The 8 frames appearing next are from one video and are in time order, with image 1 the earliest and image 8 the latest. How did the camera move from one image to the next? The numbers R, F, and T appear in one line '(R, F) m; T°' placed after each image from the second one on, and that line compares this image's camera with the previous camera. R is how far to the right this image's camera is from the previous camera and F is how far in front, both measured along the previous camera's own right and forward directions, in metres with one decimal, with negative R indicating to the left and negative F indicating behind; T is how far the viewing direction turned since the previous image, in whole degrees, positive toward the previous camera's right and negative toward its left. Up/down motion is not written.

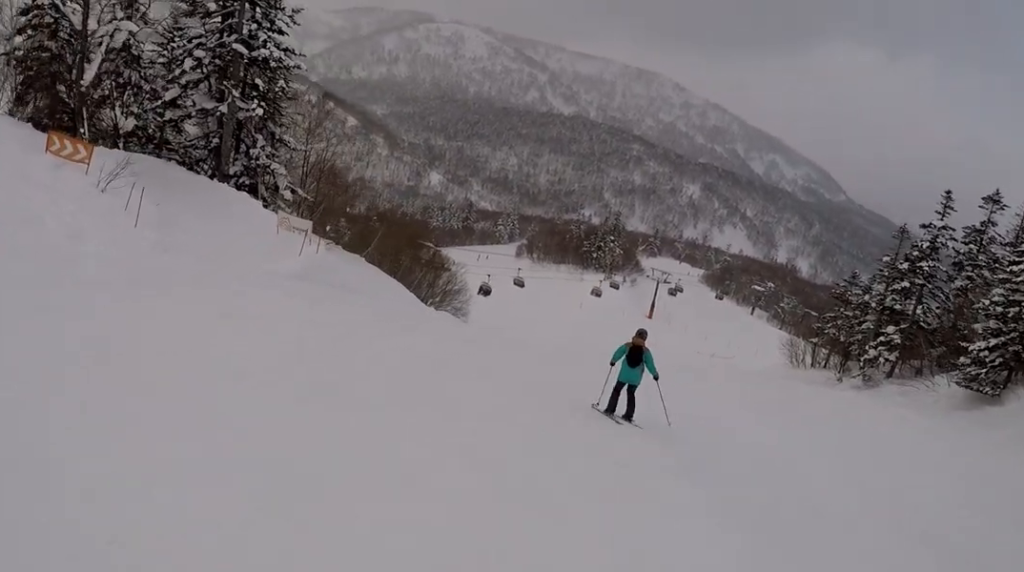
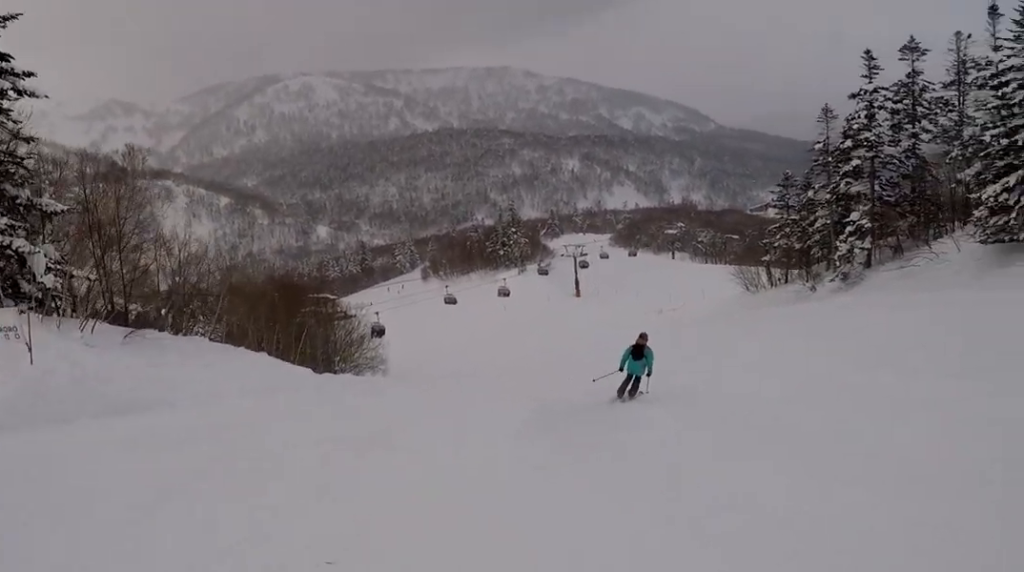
(+1.0, +10.9) m; +13°
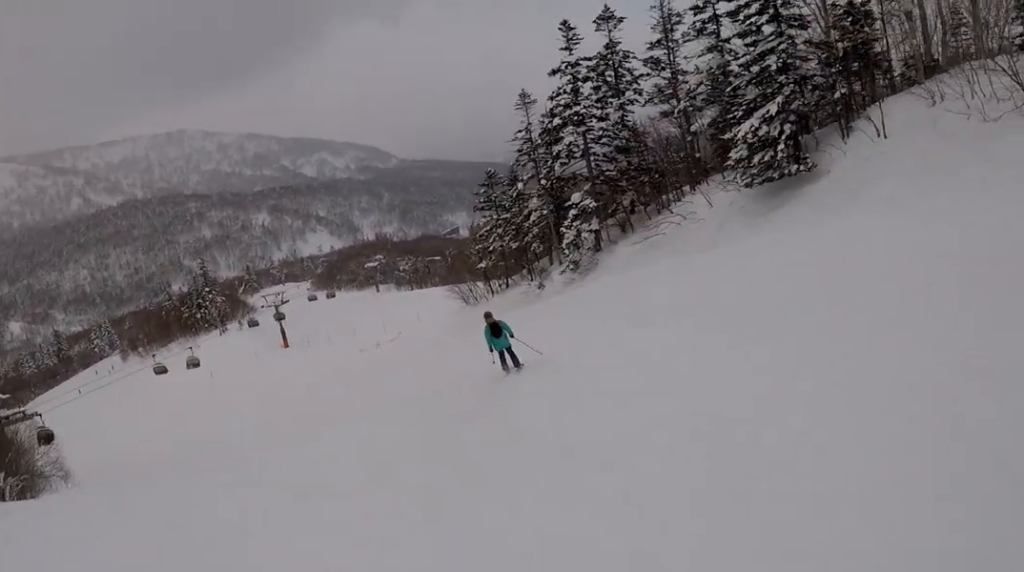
(+0.7, +8.8) m; 0°
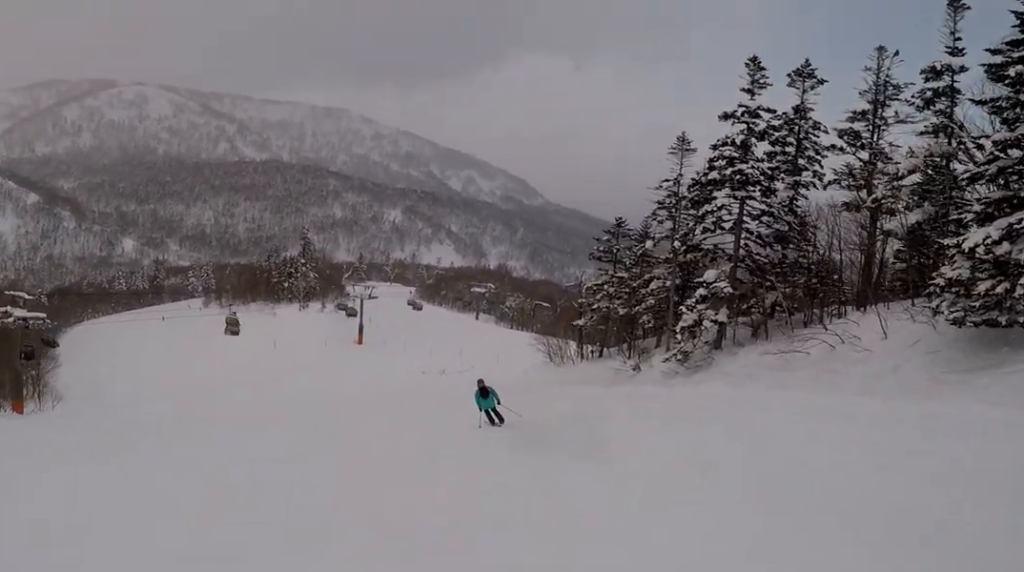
(-0.8, +9.5) m; -18°
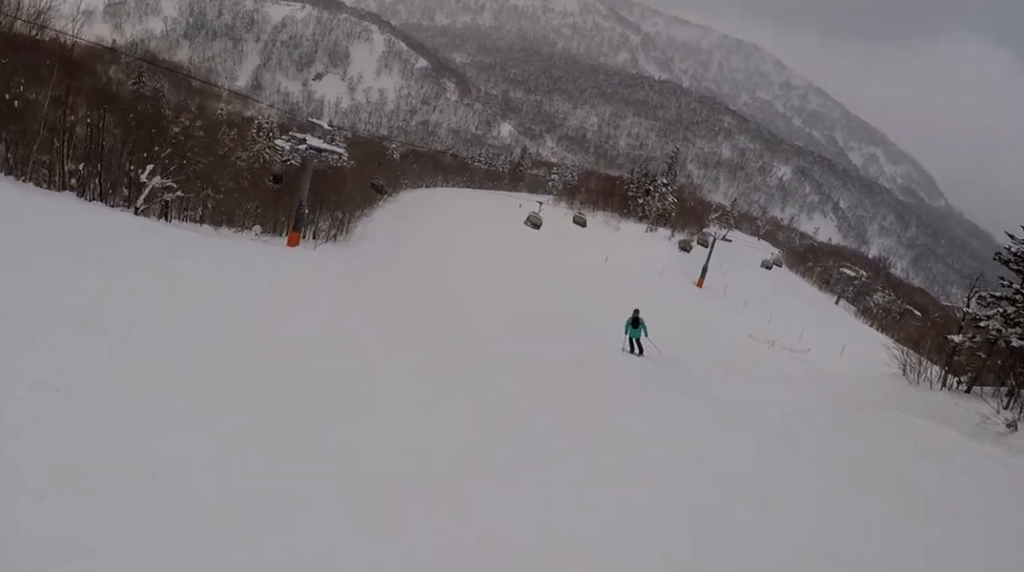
(-2.0, +9.2) m; -17°
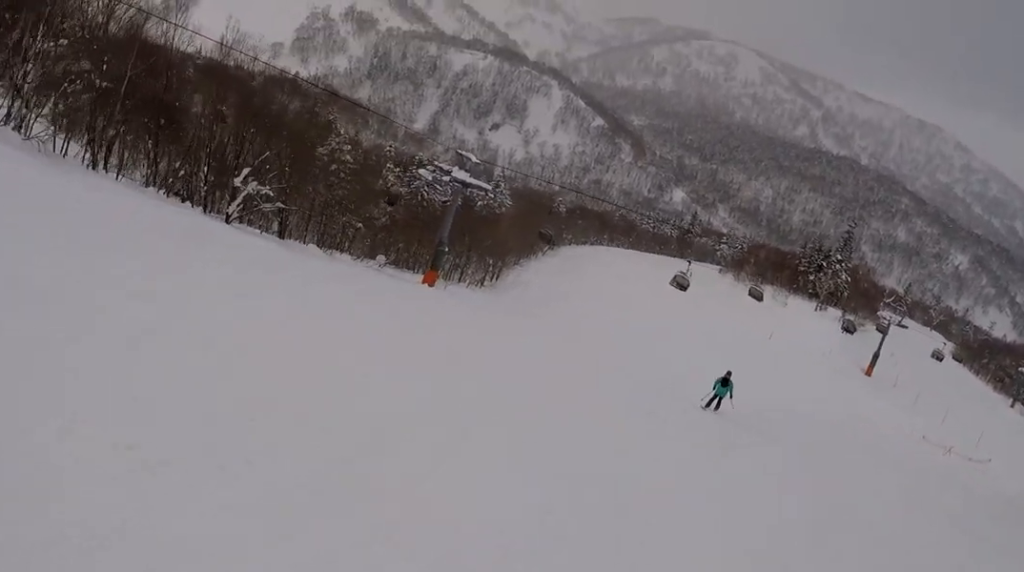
(-0.3, +5.7) m; -2°
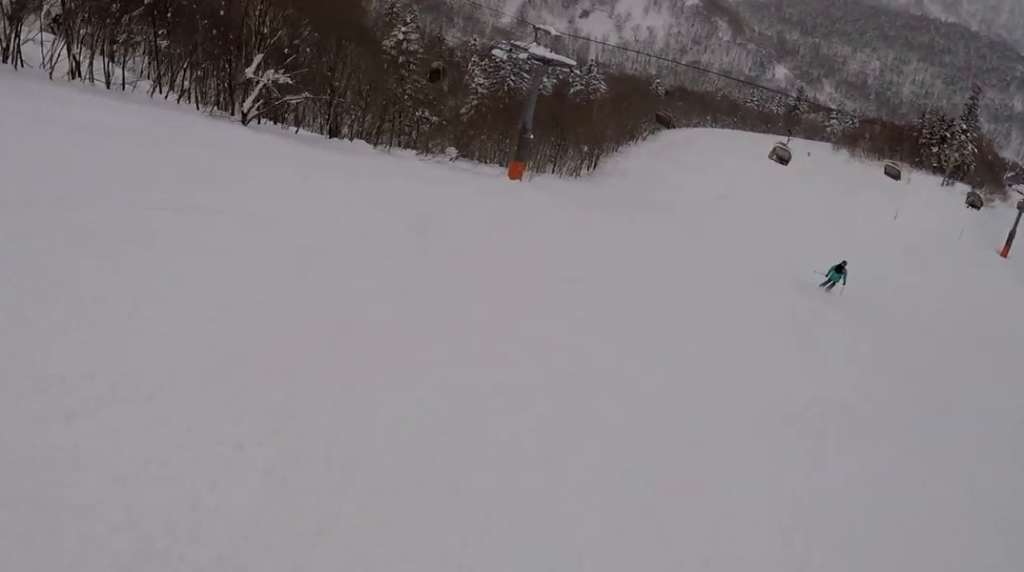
(0.0, +5.9) m; +1°
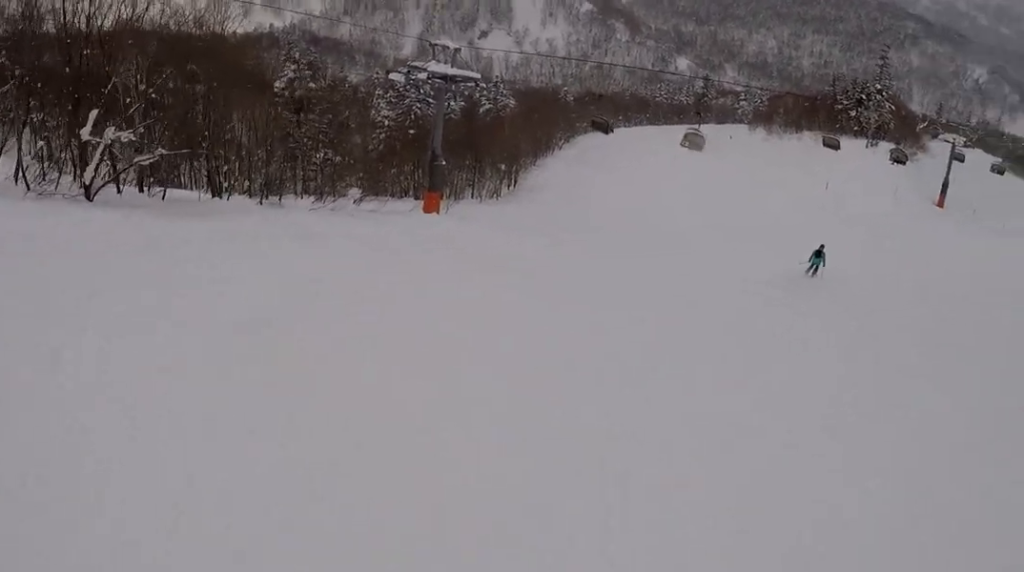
(0.0, +5.2) m; +6°
